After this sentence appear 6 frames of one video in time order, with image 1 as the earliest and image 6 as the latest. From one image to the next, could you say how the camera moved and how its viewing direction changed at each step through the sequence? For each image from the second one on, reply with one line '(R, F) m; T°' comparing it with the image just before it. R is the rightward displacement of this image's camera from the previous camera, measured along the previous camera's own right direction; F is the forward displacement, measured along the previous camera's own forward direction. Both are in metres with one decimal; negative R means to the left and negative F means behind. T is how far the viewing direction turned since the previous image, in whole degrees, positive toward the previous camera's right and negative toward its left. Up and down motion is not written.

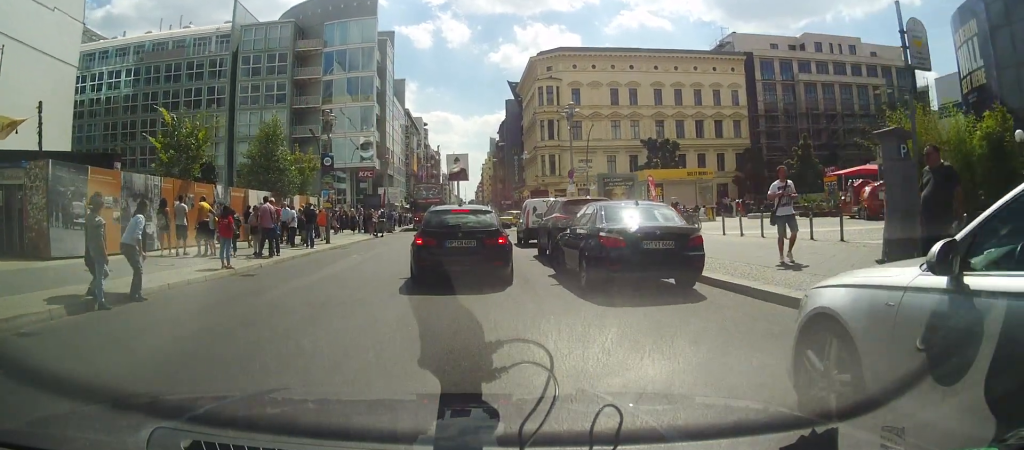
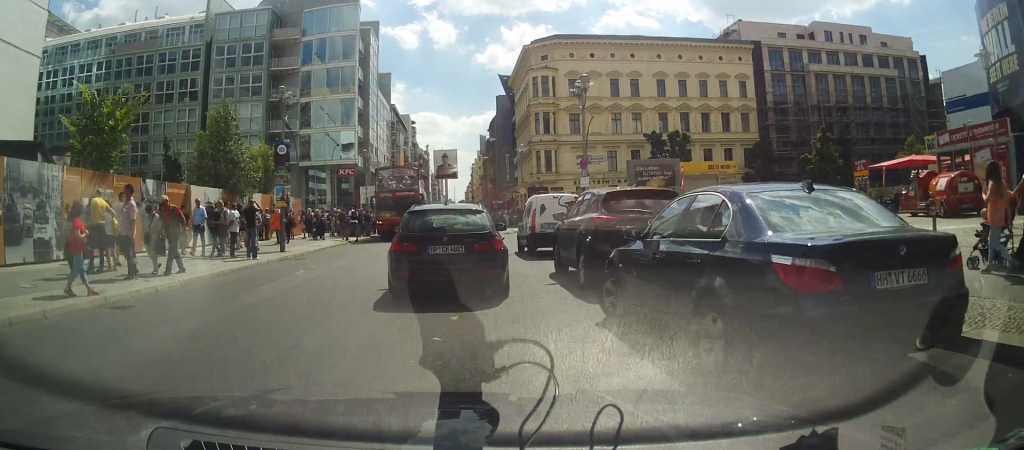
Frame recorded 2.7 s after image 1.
(+0.1, +5.3) m; +1°
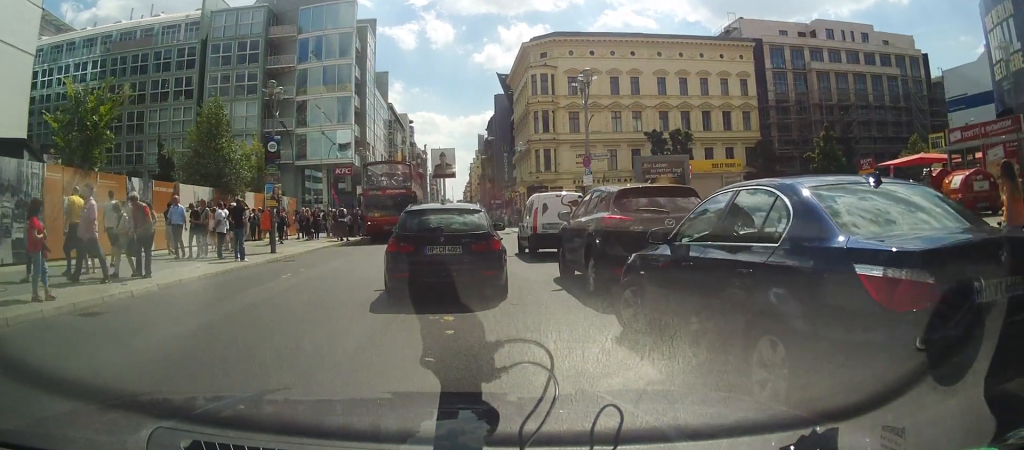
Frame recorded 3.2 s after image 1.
(0.0, +0.9) m; 0°
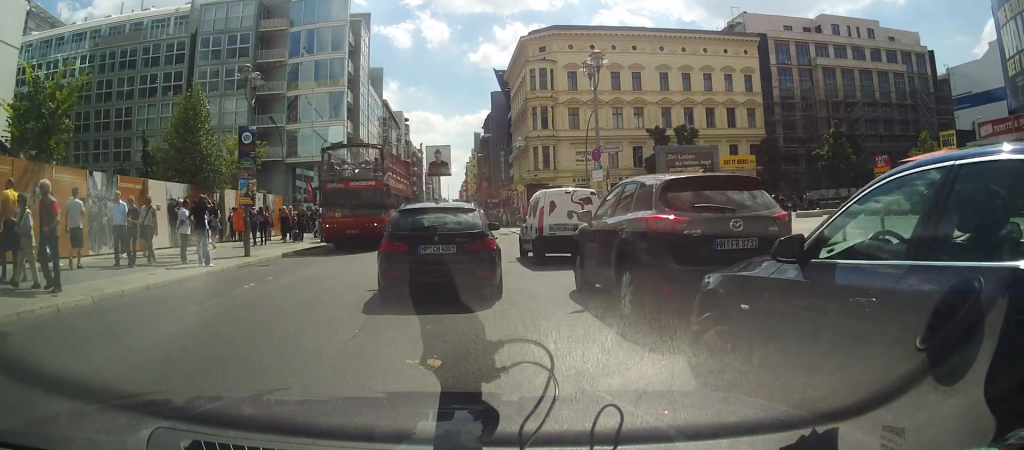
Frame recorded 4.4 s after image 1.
(0.0, +2.4) m; -1°
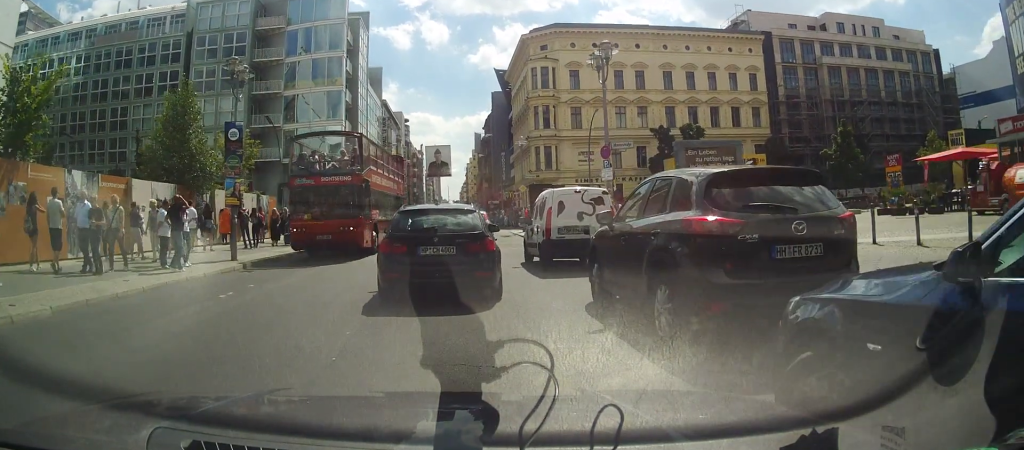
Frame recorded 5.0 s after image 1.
(0.0, +1.3) m; -1°
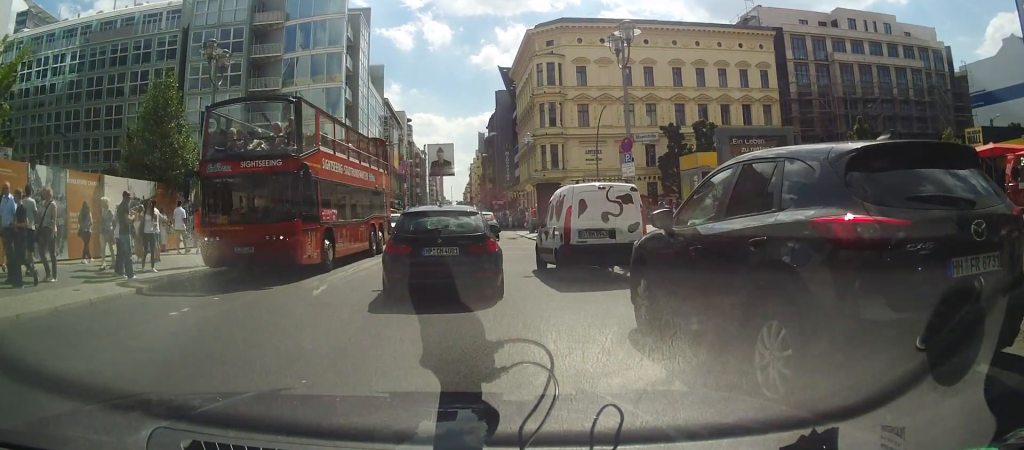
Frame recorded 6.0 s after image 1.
(-0.1, +2.3) m; -2°
